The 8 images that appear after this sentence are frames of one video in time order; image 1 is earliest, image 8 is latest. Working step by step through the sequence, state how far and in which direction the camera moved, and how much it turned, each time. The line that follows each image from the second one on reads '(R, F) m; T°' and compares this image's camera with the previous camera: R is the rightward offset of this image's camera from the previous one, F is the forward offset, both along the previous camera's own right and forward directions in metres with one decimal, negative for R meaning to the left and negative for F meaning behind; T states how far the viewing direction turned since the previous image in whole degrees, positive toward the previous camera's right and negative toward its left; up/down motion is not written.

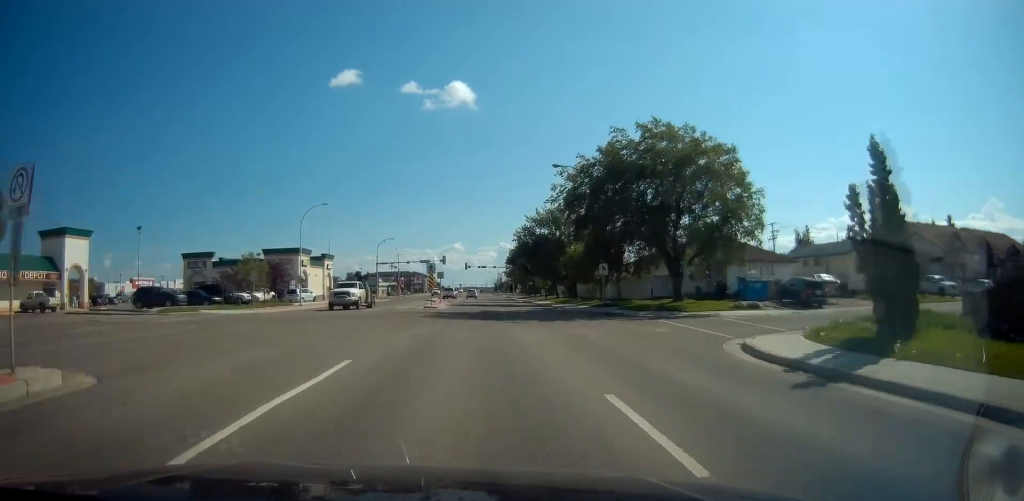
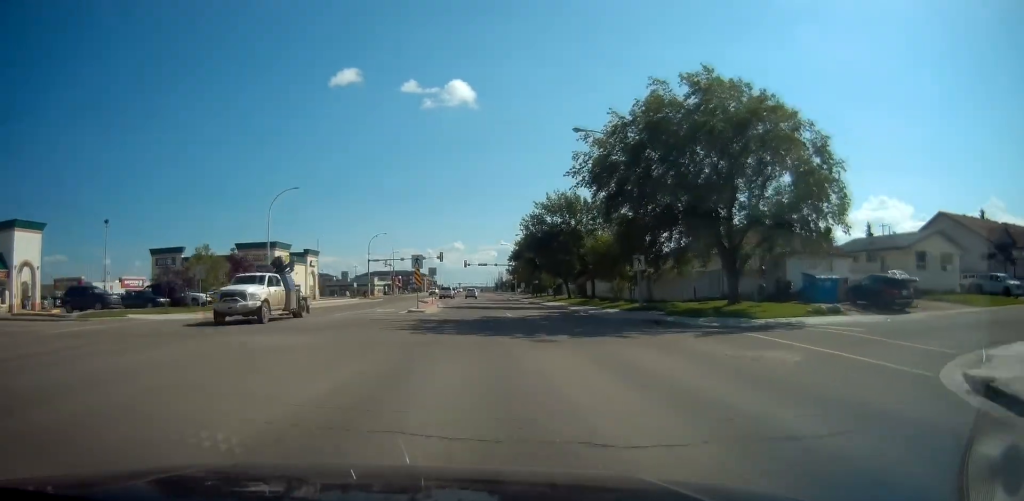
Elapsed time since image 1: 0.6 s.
(0.0, +8.9) m; 0°
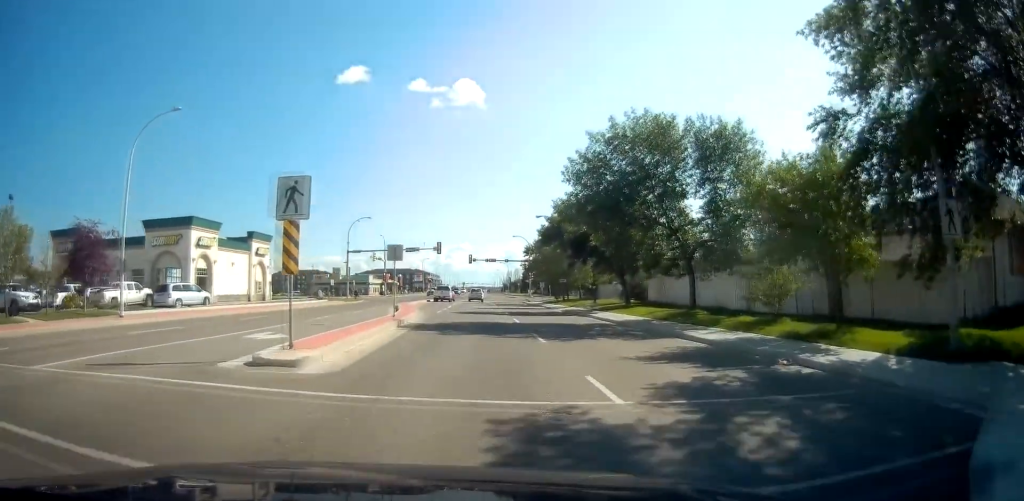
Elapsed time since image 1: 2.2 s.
(0.0, +21.5) m; 0°
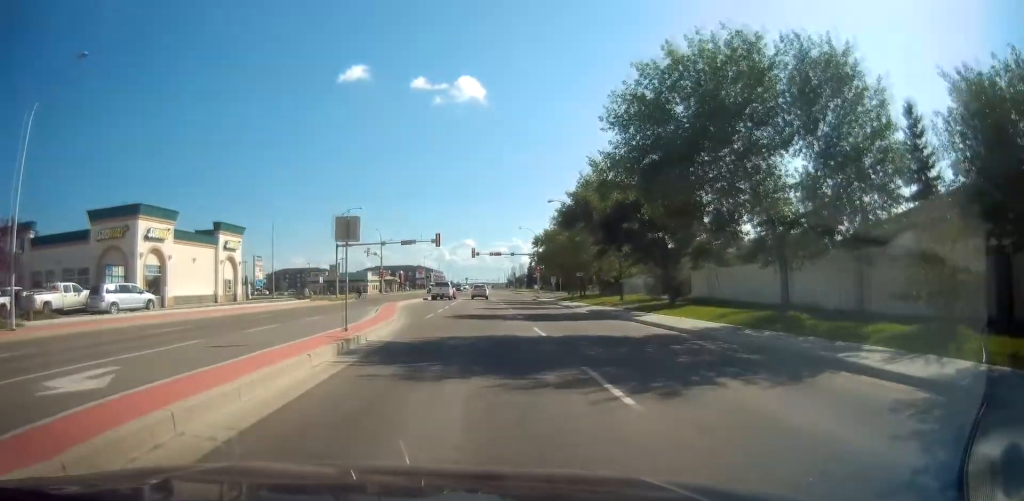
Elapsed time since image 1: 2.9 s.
(0.0, +8.5) m; -1°
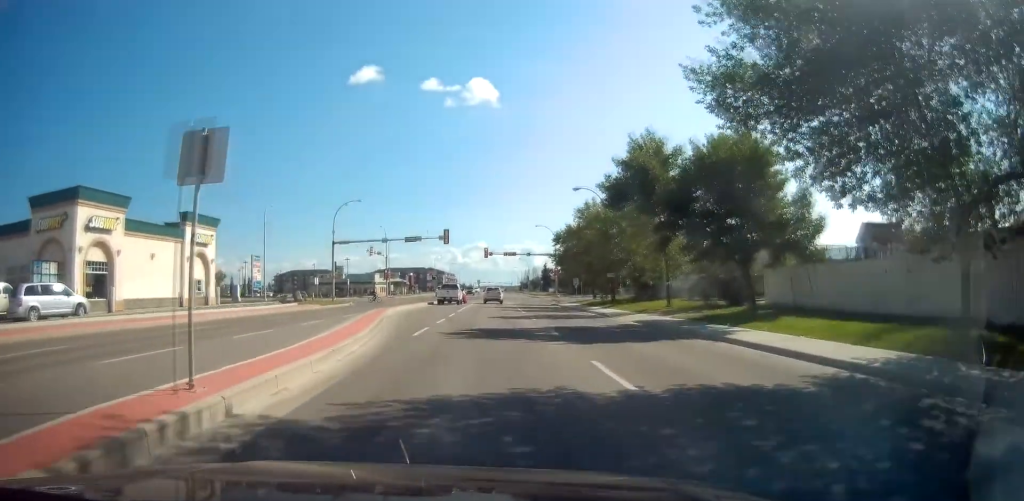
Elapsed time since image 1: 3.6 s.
(+0.1, +8.5) m; -2°
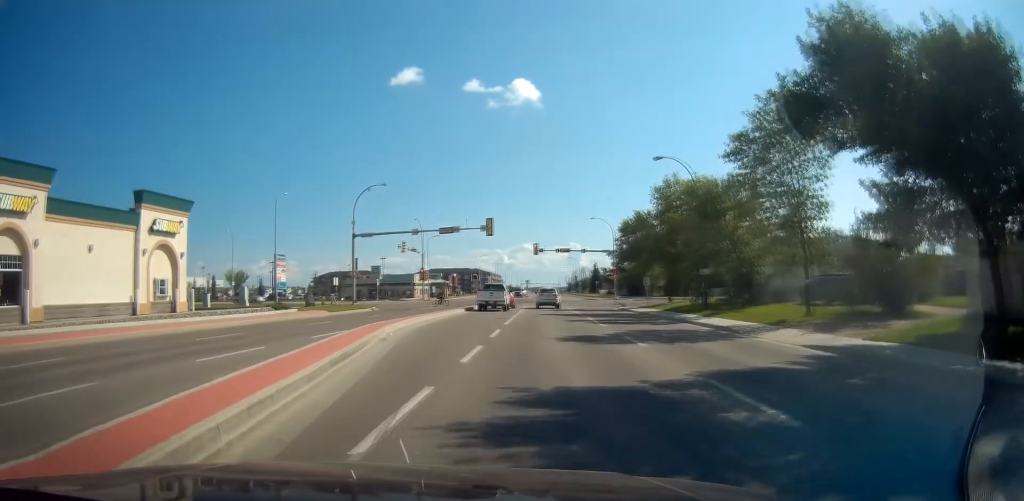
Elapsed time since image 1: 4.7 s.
(-0.6, +11.7) m; -3°
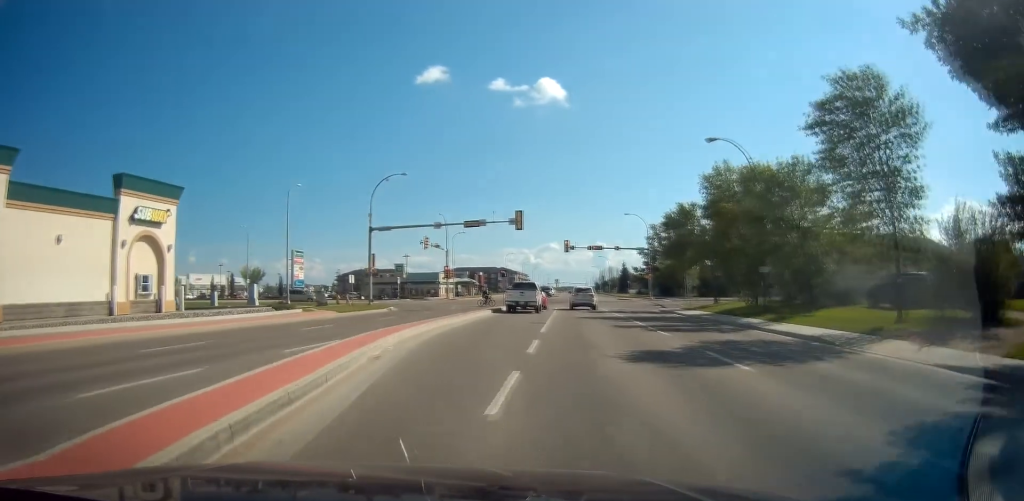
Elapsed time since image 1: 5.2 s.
(0.0, +4.7) m; -1°
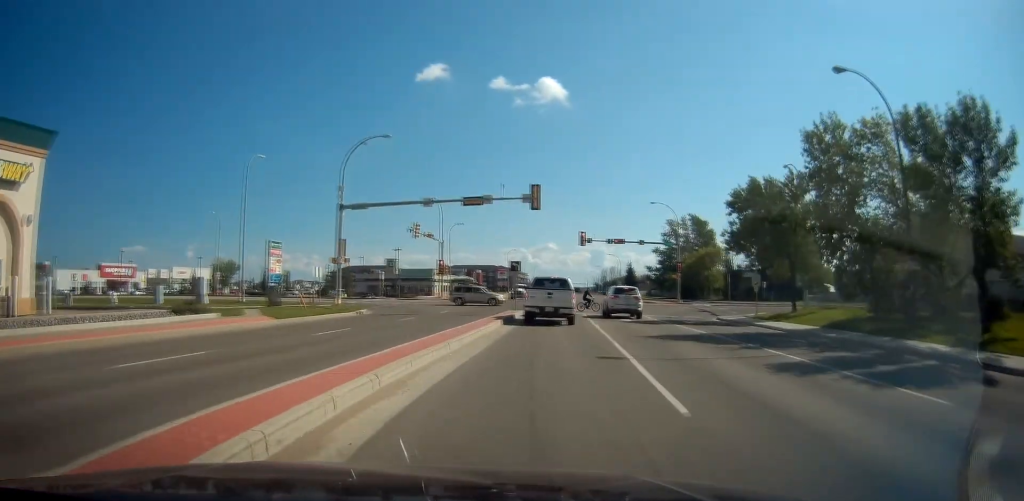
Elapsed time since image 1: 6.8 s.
(-0.2, +12.6) m; -1°
